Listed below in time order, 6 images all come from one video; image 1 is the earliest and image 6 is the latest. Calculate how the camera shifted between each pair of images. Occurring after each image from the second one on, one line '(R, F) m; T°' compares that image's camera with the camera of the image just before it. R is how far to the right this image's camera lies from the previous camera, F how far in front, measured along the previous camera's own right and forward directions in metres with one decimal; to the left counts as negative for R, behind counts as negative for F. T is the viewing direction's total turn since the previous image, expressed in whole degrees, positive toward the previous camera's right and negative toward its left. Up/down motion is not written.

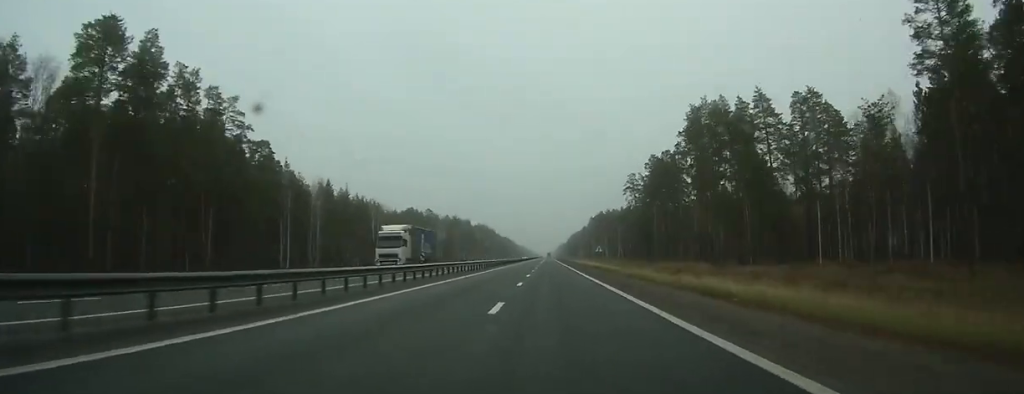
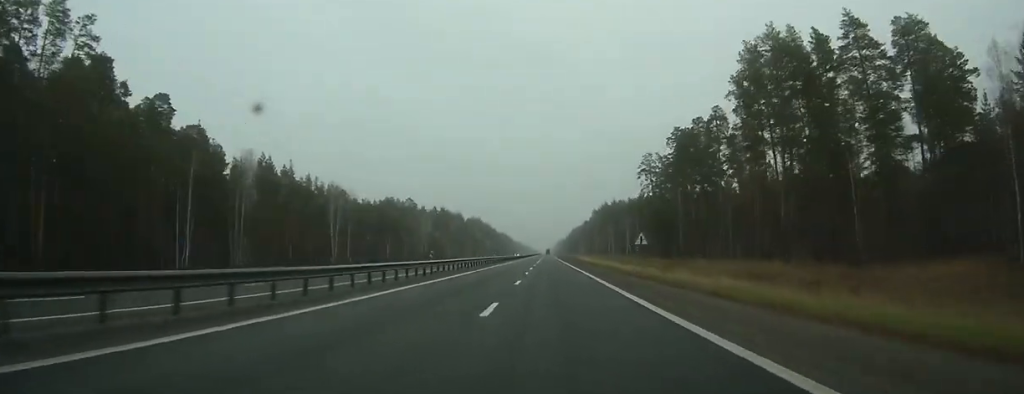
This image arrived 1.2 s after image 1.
(+0.2, +37.1) m; 0°
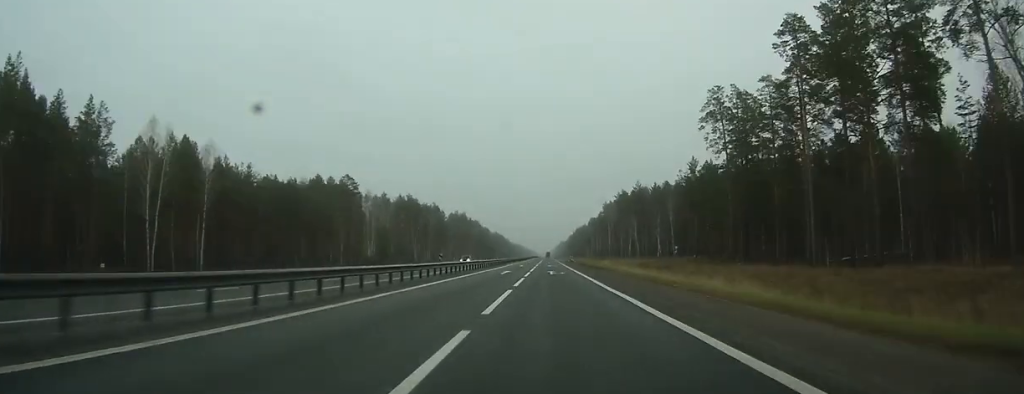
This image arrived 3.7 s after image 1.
(+0.3, +77.5) m; 0°
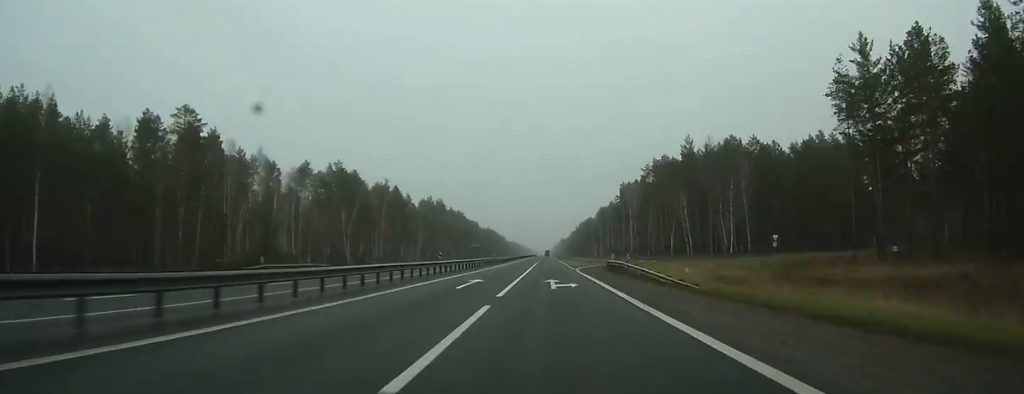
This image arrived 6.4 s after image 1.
(0.0, +80.0) m; 0°
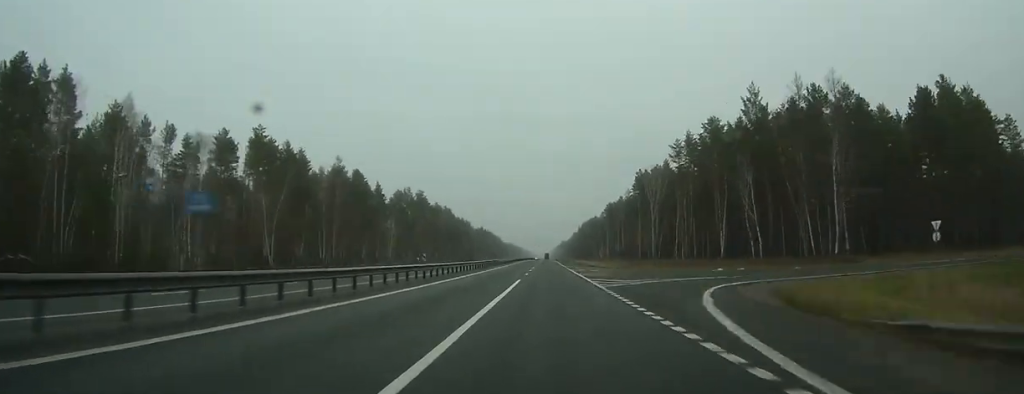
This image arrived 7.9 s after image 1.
(0.0, +45.2) m; 0°
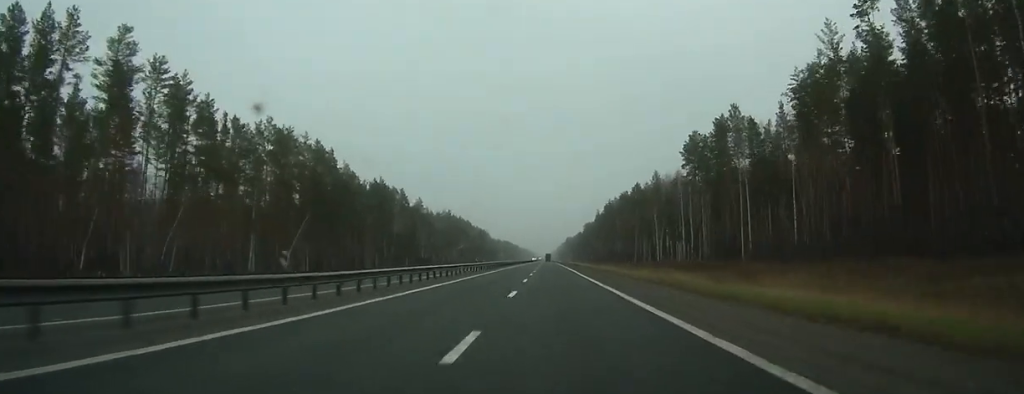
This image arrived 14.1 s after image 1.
(0.0, +179.8) m; 0°
